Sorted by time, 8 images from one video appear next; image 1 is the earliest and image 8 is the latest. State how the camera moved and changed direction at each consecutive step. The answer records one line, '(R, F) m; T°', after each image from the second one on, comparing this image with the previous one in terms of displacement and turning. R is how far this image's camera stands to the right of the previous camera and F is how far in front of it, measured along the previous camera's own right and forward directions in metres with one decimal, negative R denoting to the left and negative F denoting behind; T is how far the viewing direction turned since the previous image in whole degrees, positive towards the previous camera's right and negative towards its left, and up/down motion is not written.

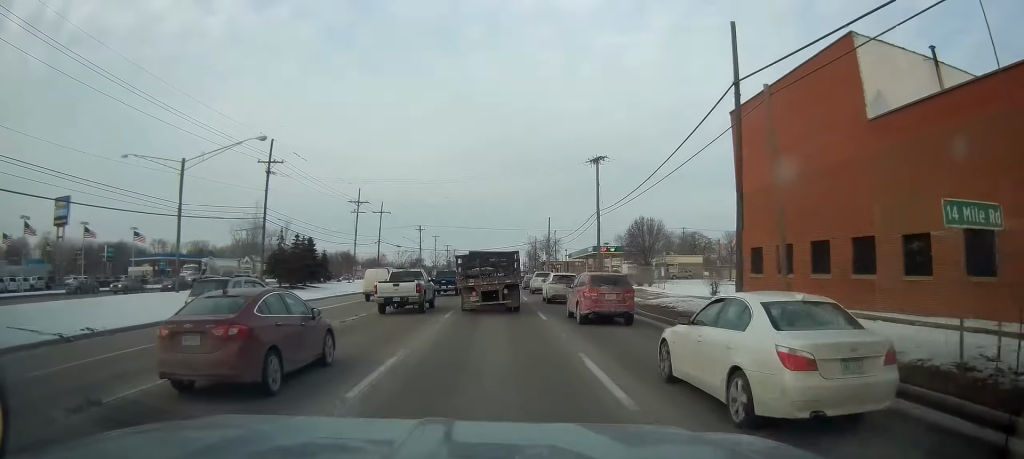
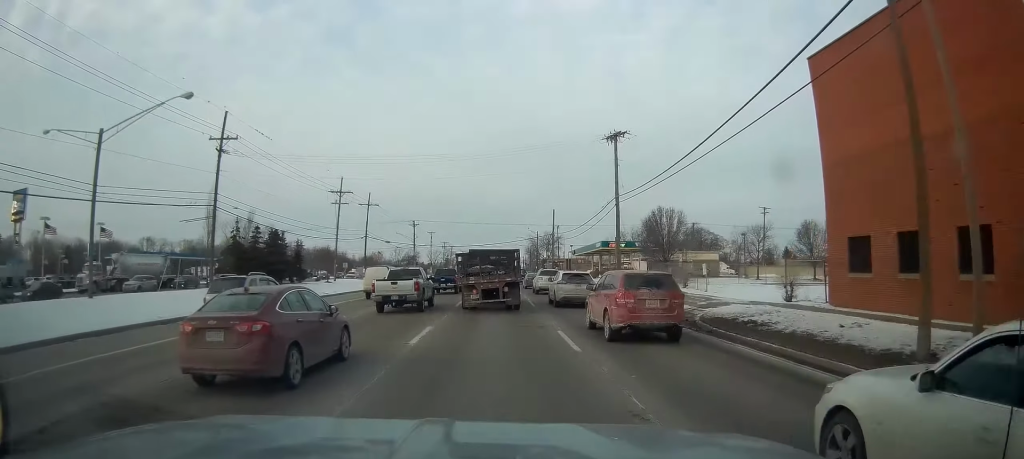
(-0.3, +8.8) m; 0°
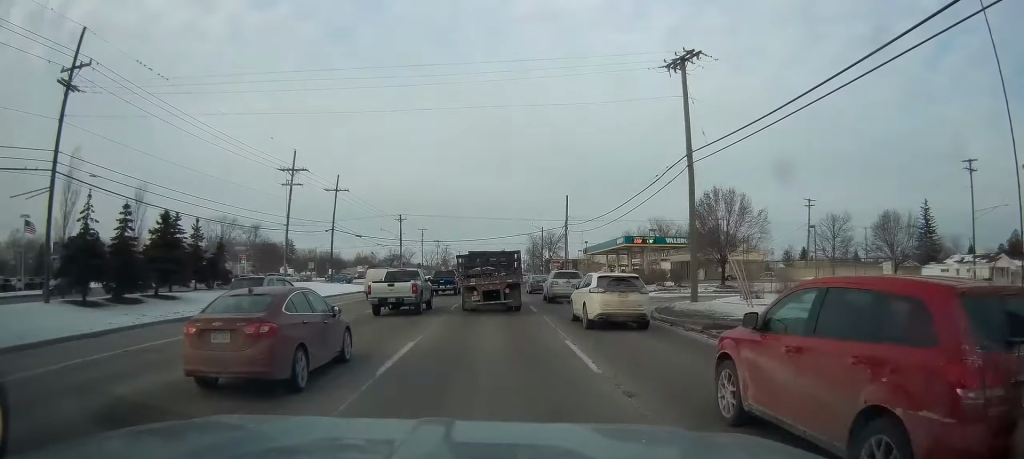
(+0.3, +16.8) m; +2°
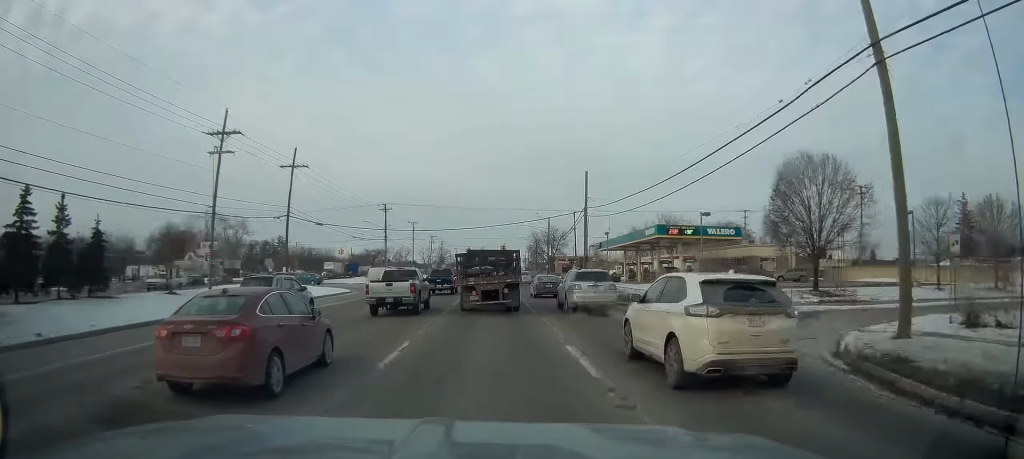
(+0.1, +15.1) m; -1°
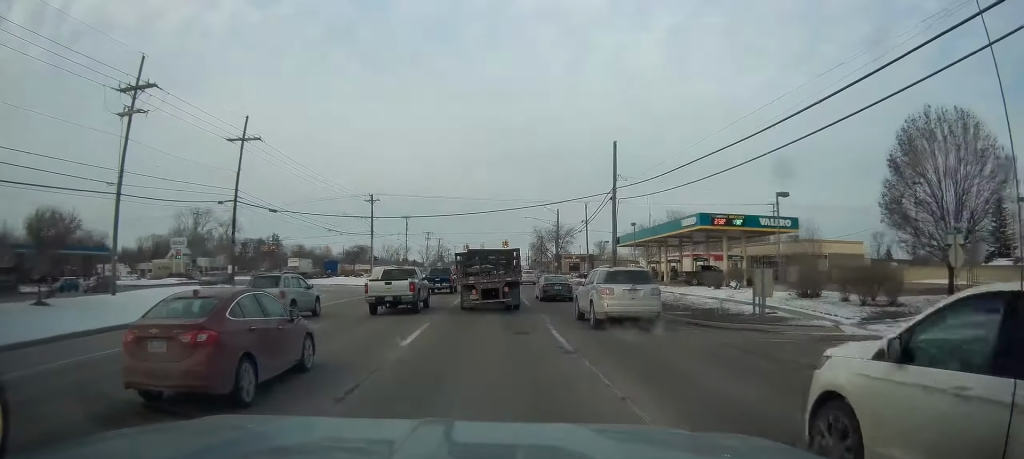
(-0.3, +12.1) m; -1°
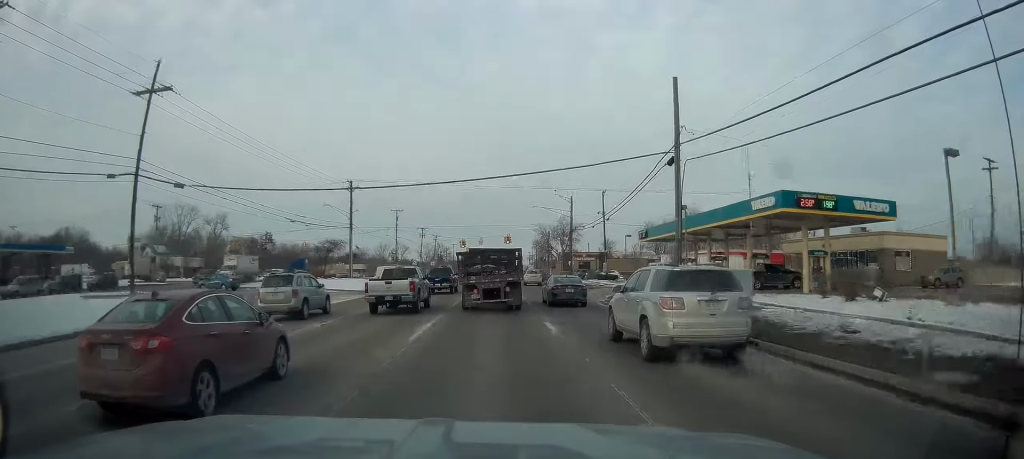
(-0.1, +14.0) m; 0°
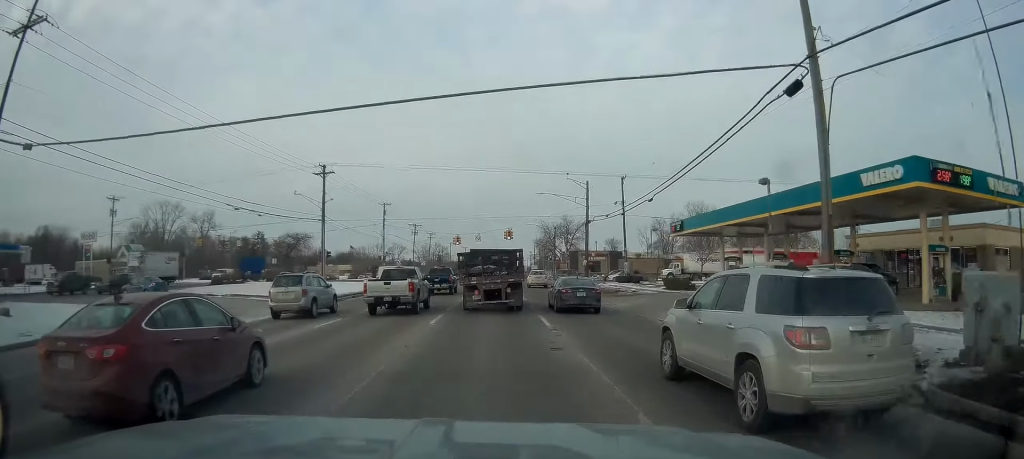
(+0.4, +12.6) m; 0°
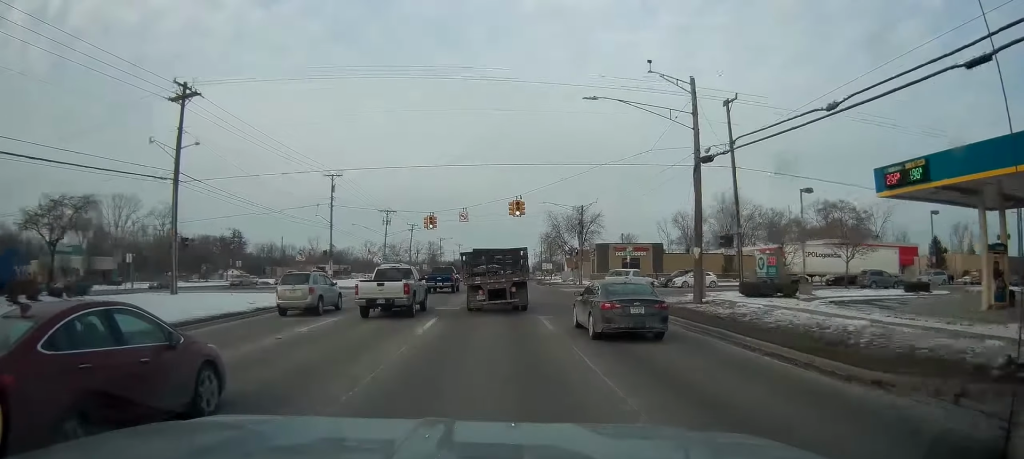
(0.0, +32.5) m; +2°
